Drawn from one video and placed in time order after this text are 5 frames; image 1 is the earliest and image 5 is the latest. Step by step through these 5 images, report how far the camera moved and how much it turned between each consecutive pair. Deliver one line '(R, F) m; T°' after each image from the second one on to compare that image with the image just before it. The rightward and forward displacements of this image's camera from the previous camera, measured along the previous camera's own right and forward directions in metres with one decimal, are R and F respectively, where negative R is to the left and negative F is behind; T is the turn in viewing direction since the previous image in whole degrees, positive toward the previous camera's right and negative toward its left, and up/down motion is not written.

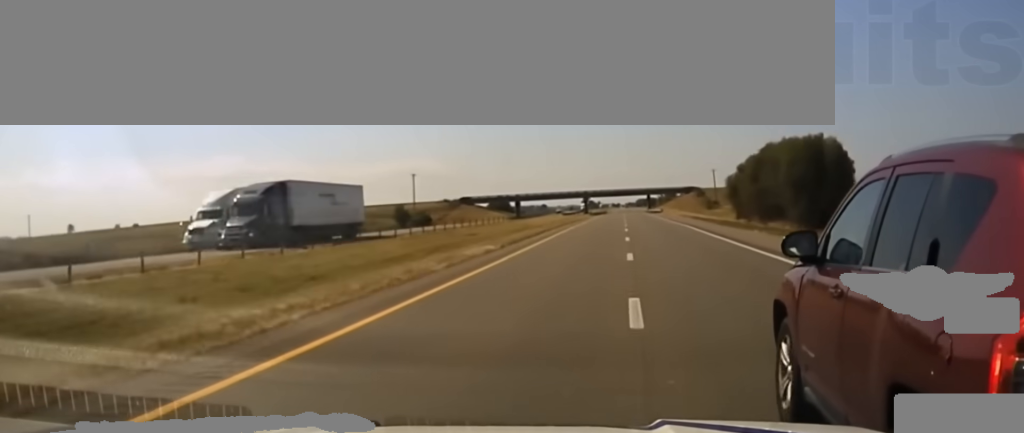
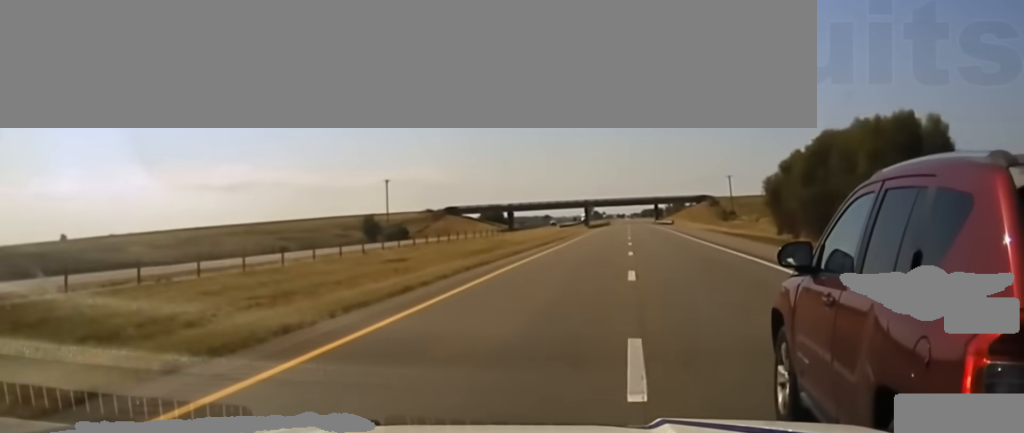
(-0.1, +27.8) m; 0°
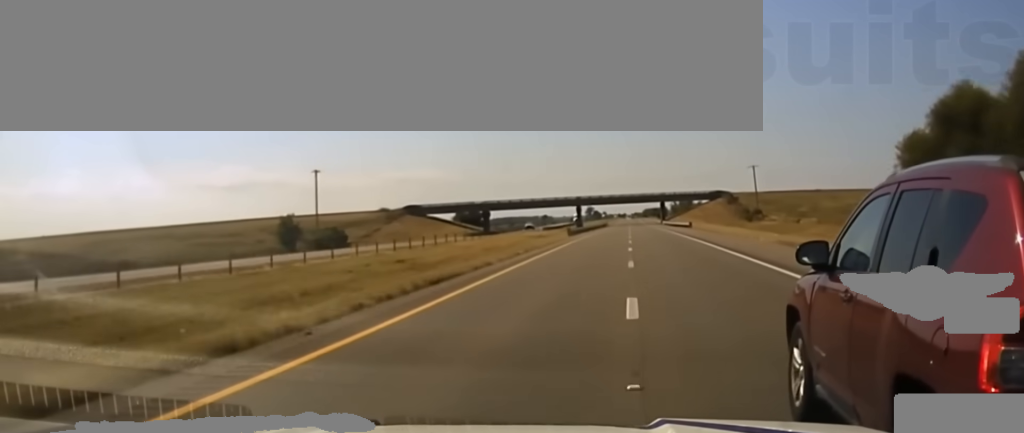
(-0.1, +38.8) m; 0°
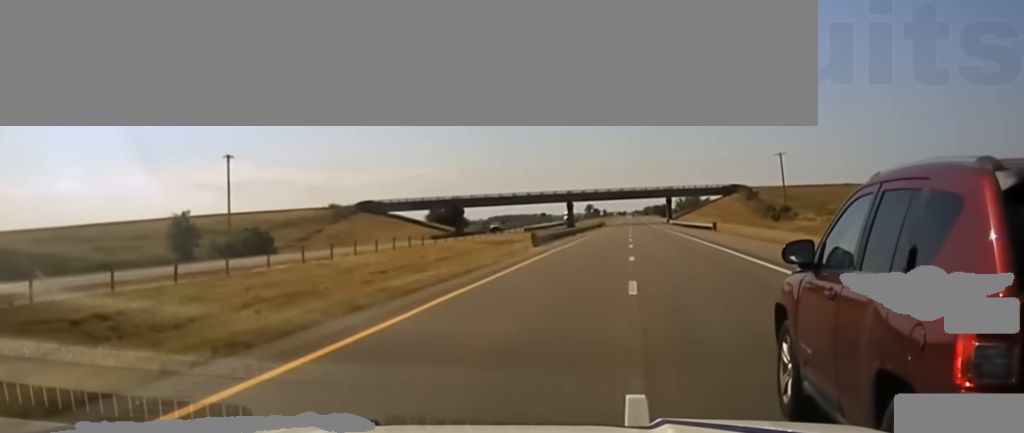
(+0.1, +27.8) m; +1°
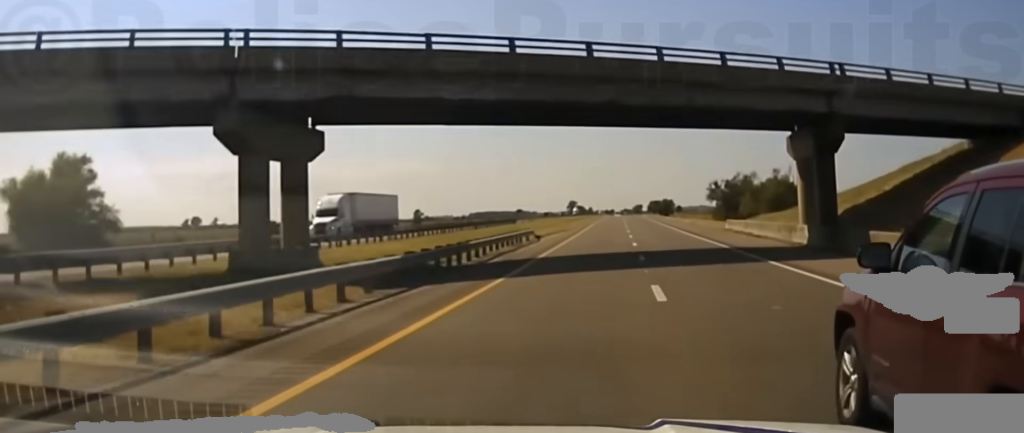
(-0.2, +146.4) m; +1°
